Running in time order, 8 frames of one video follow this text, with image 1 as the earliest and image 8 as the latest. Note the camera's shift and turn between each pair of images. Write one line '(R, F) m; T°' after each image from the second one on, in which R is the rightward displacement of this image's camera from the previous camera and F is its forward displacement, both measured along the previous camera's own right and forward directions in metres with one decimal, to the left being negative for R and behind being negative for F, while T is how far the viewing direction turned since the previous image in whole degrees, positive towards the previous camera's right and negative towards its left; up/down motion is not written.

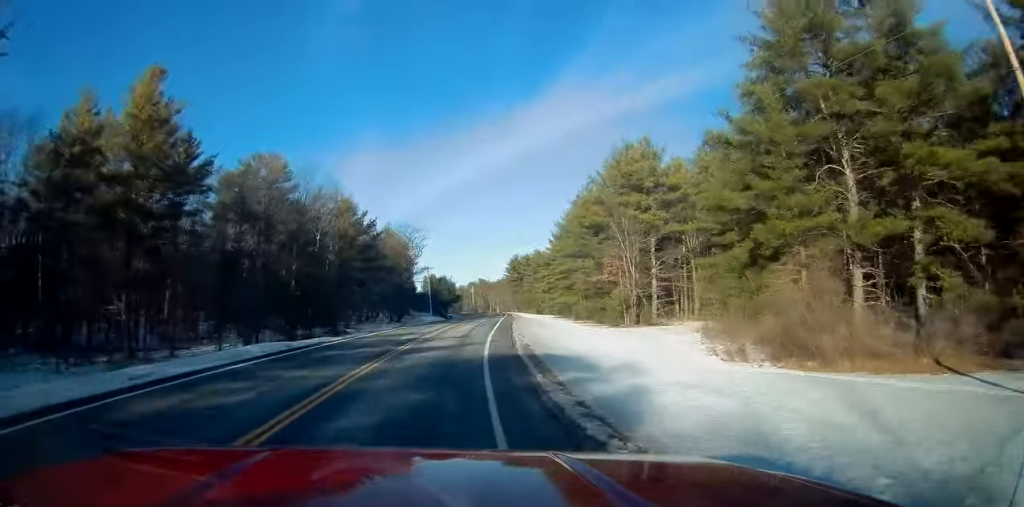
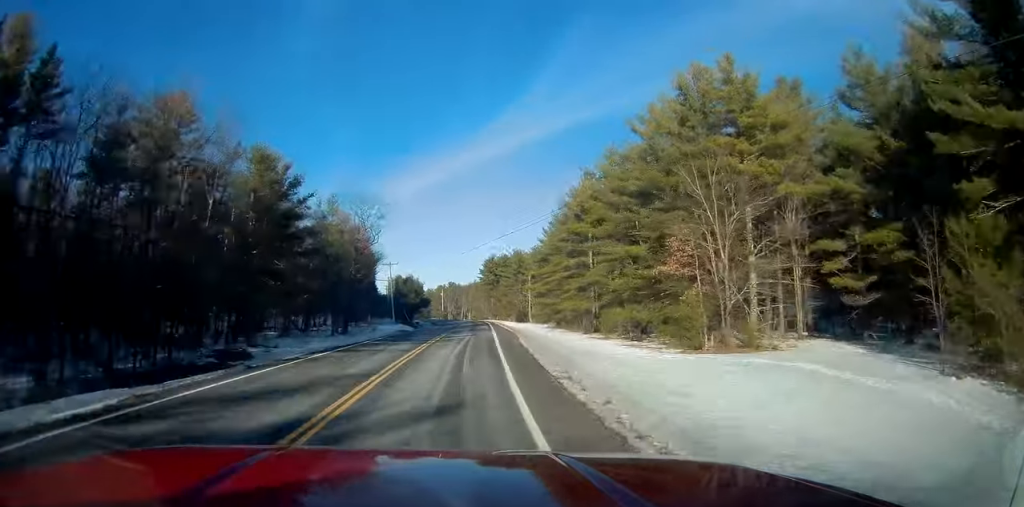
(+1.0, +20.1) m; +4°
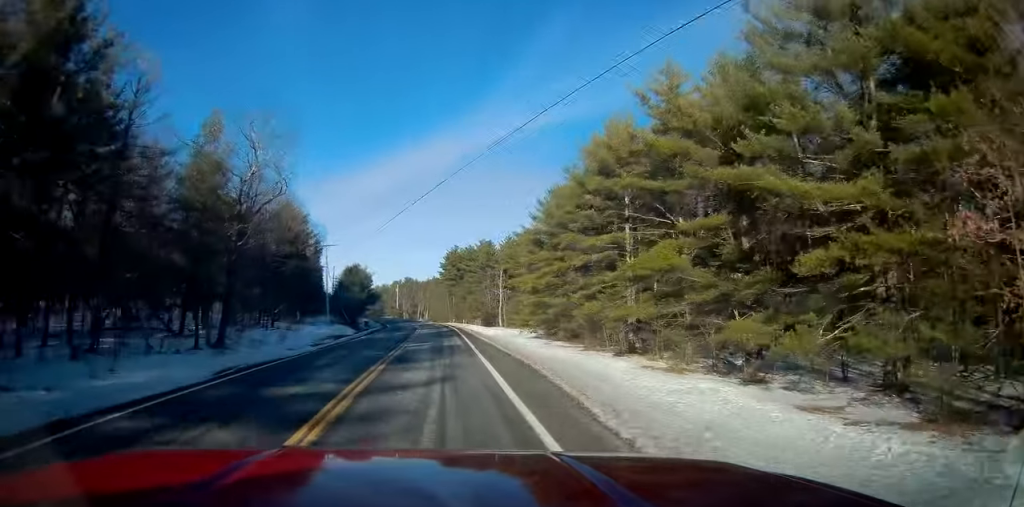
(+0.6, +21.6) m; +2°
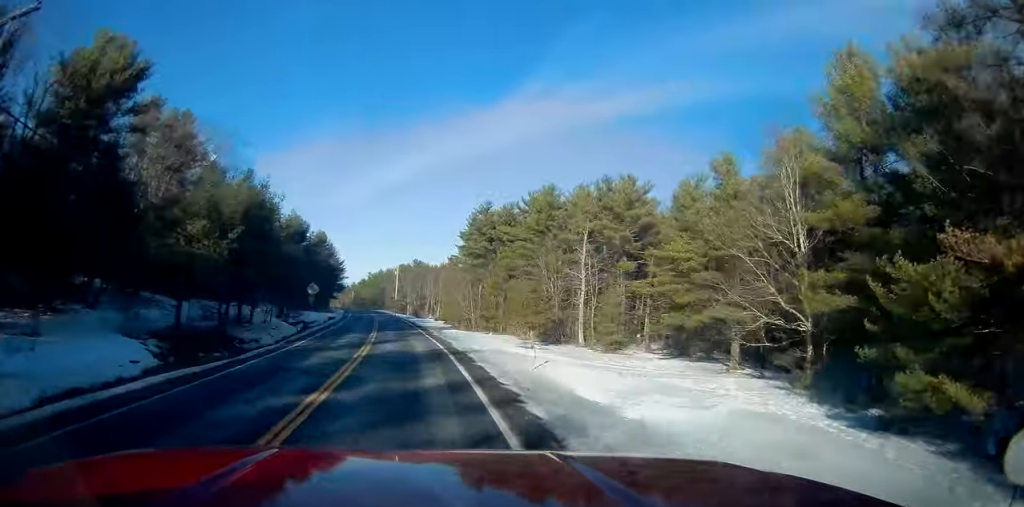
(+0.5, +54.7) m; -2°
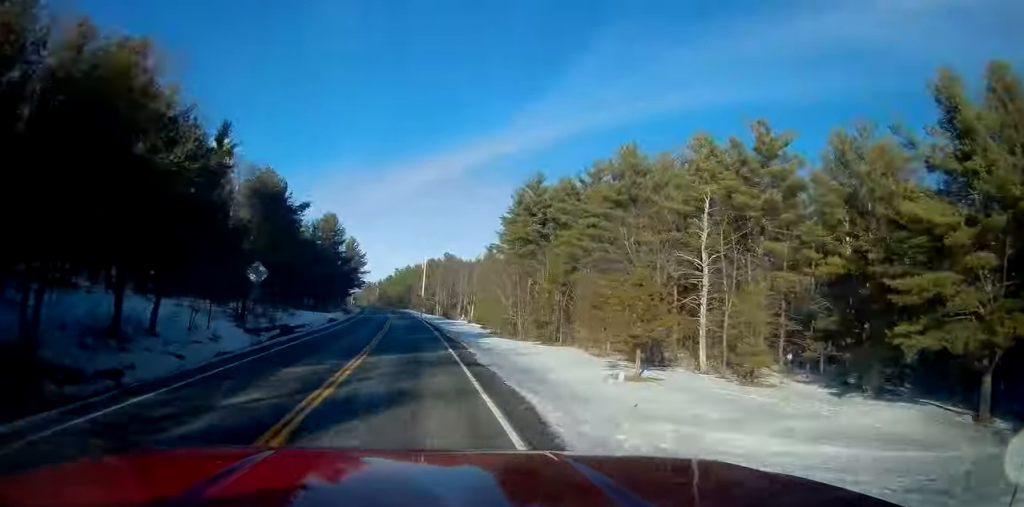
(-0.8, +19.2) m; -3°
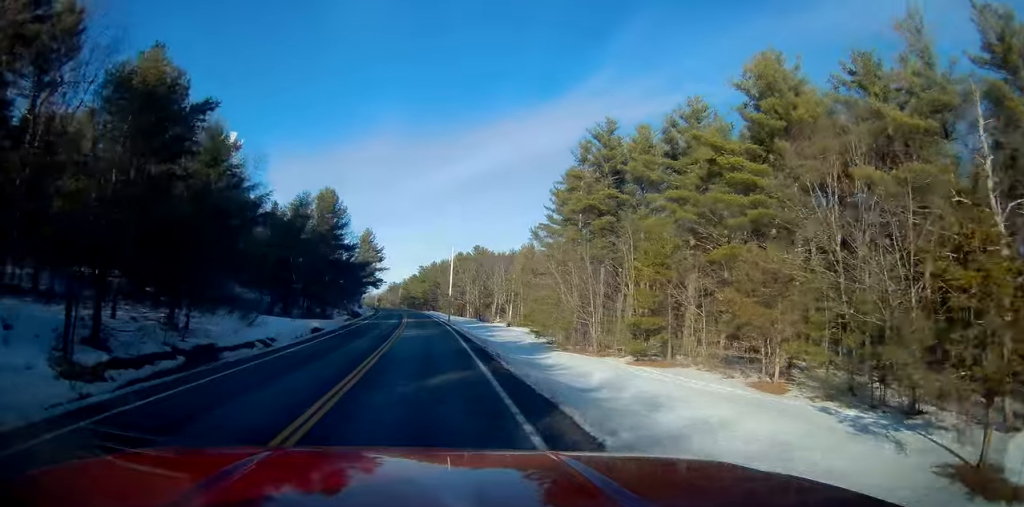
(-0.4, +20.1) m; -2°
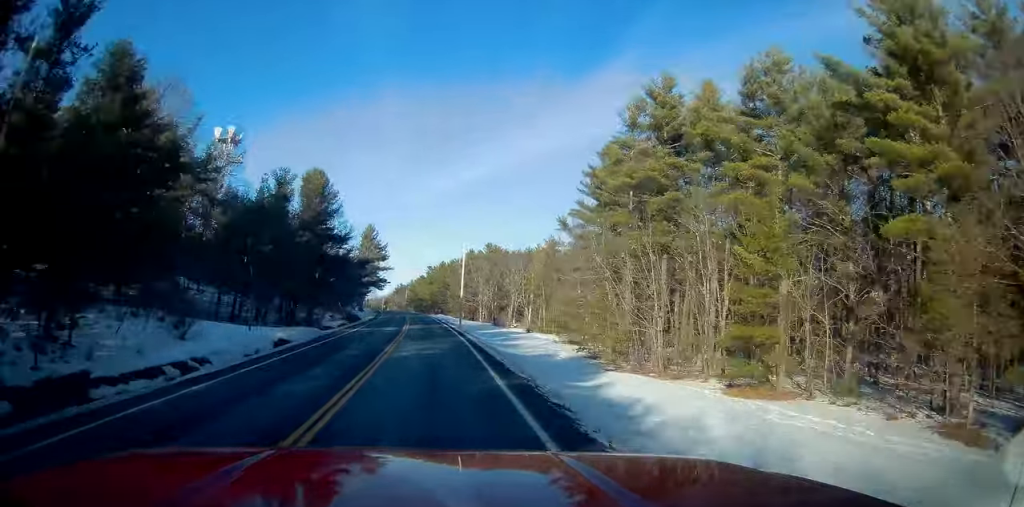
(+0.1, +11.3) m; -1°
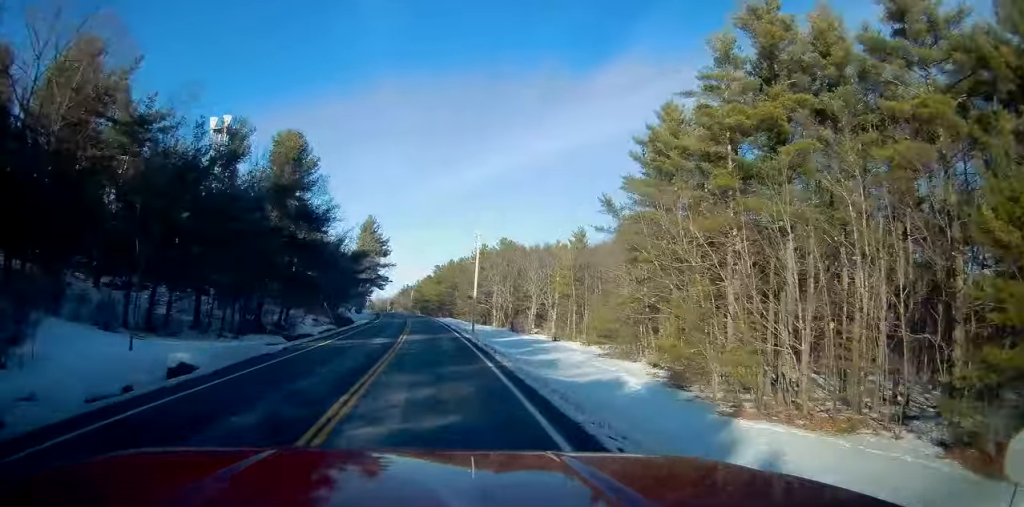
(-0.3, +13.1) m; -1°
